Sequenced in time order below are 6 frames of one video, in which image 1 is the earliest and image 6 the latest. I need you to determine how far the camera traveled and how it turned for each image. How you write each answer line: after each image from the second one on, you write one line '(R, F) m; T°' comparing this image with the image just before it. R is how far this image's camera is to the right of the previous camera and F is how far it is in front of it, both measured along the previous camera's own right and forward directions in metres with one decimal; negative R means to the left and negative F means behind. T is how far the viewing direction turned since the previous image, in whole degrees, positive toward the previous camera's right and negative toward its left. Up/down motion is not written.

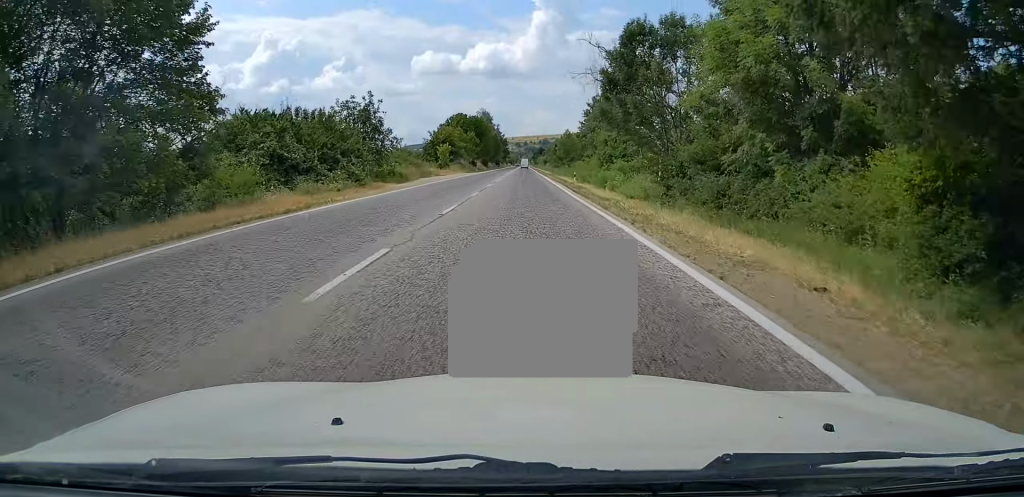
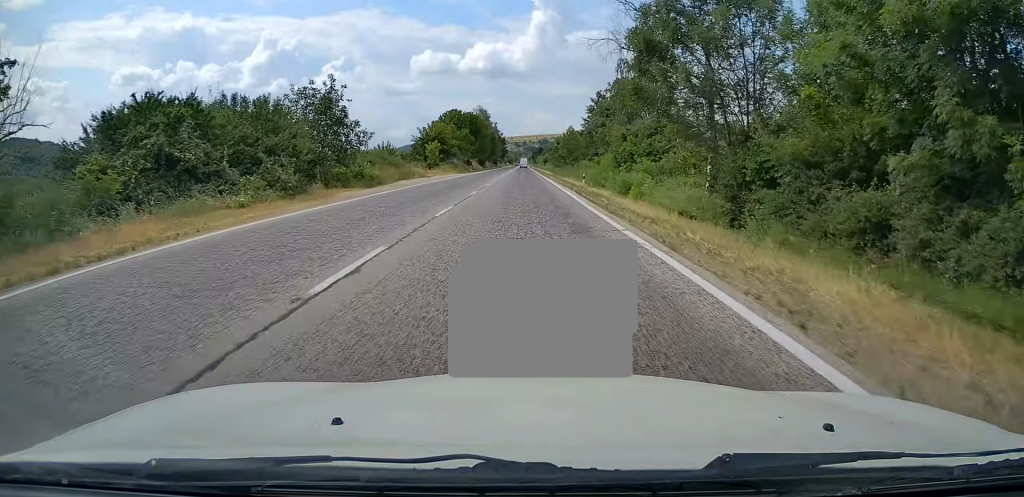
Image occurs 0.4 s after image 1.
(0.0, +9.1) m; 0°
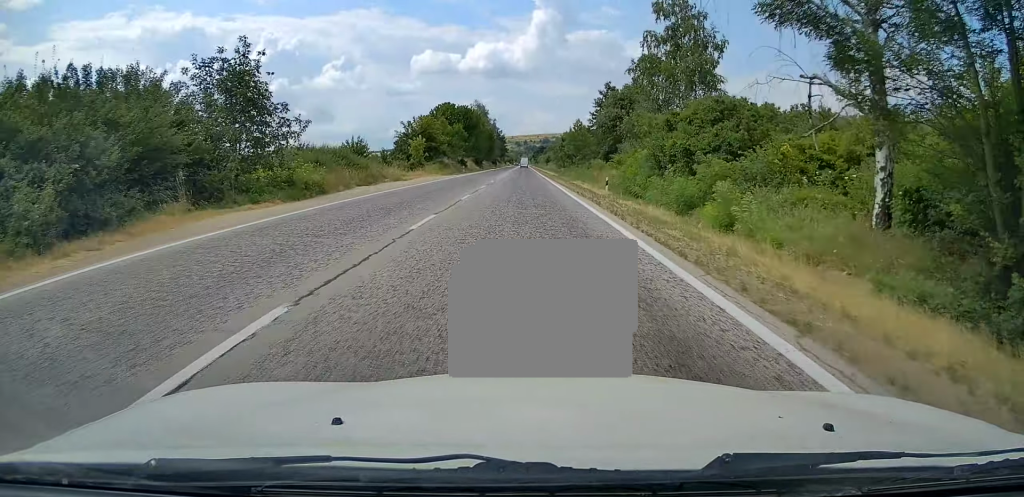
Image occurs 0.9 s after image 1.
(0.0, +12.1) m; 0°
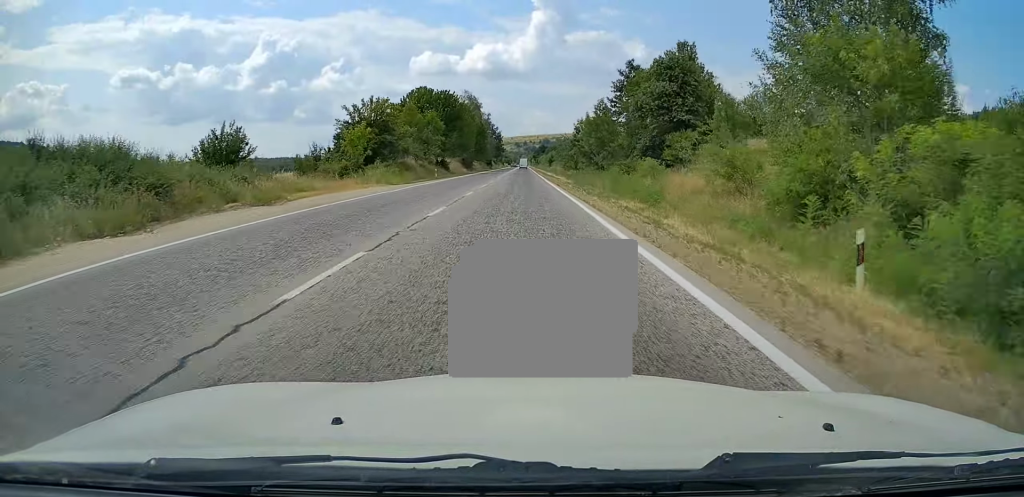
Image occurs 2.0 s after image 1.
(0.0, +24.3) m; 0°
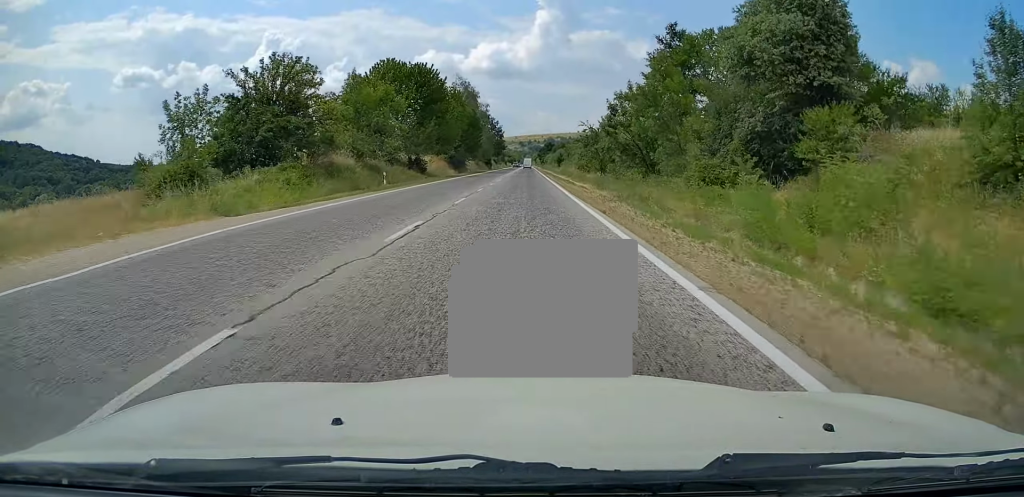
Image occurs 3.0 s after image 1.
(0.0, +22.1) m; 0°
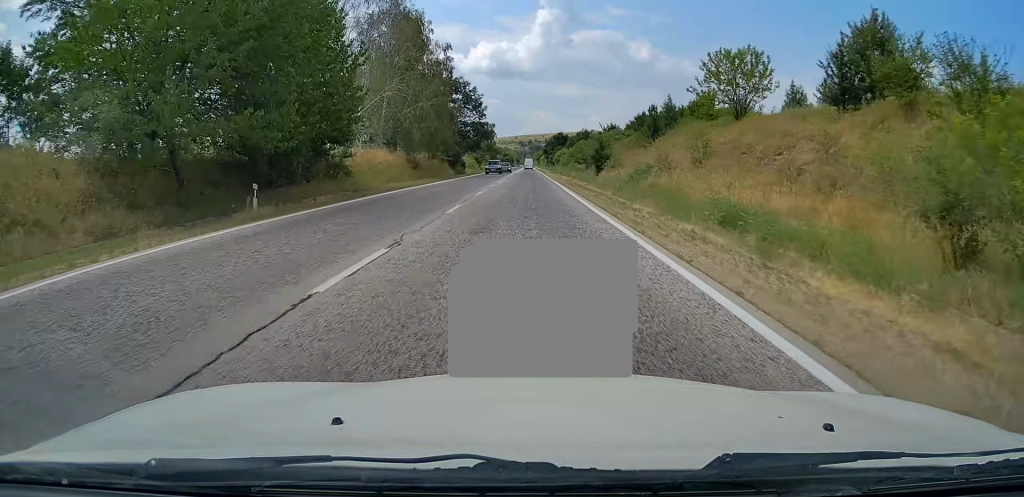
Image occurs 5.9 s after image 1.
(-0.6, +67.3) m; 0°
